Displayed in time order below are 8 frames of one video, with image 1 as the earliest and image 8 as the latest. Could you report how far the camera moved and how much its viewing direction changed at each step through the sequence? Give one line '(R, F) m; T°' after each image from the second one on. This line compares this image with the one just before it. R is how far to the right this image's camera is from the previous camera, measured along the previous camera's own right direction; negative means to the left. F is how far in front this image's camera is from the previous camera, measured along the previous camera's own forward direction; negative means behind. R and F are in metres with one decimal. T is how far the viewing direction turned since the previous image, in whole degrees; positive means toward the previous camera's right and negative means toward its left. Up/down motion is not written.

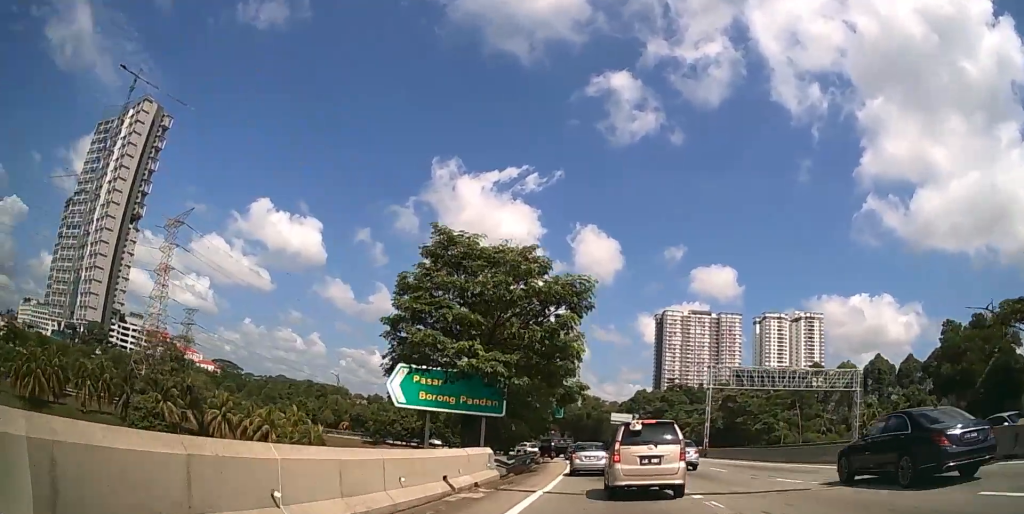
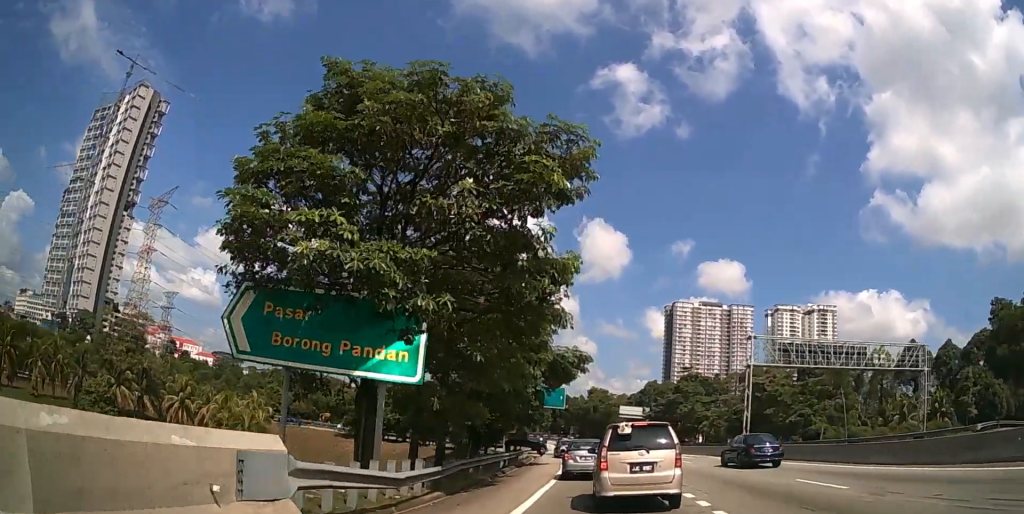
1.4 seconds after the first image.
(-0.2, +12.5) m; -5°
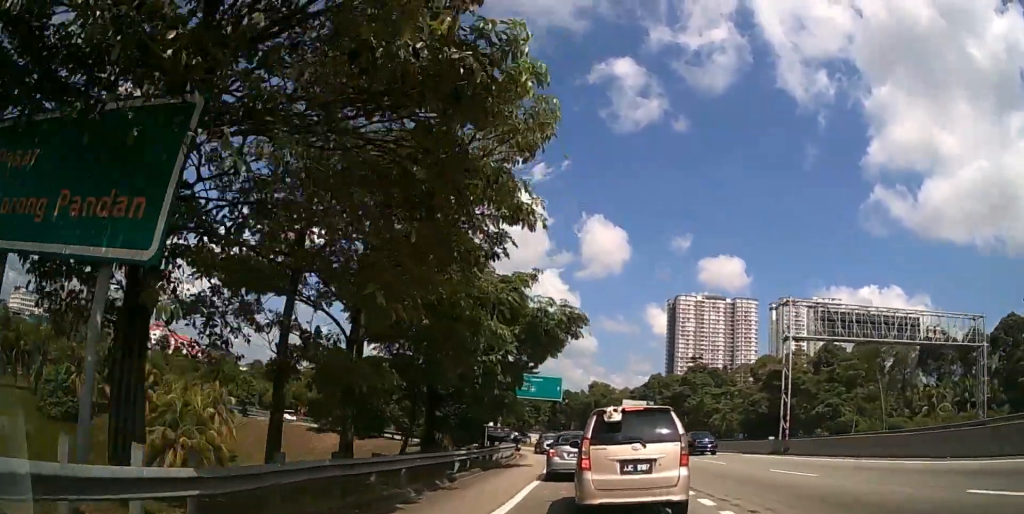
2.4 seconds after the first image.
(-0.5, +7.3) m; -5°
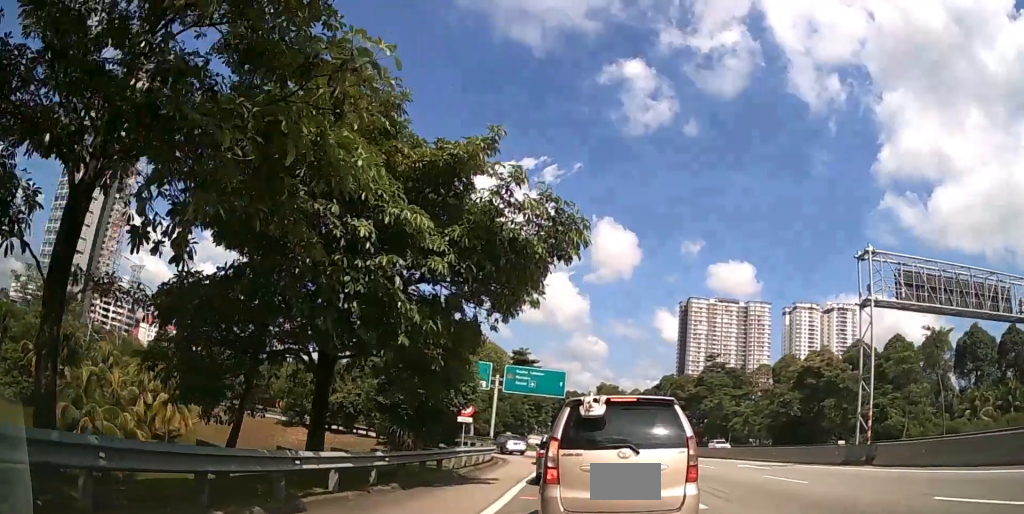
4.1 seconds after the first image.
(-0.1, +9.0) m; -3°
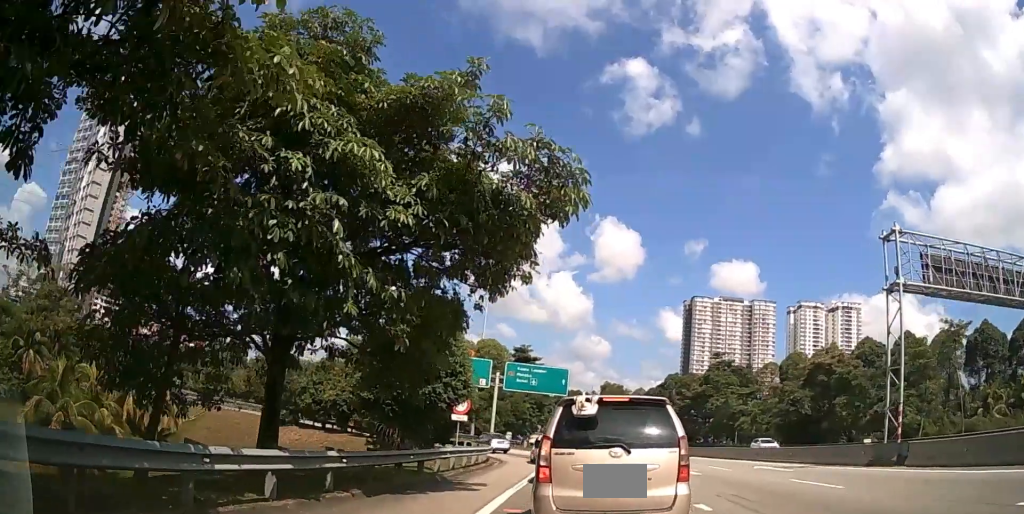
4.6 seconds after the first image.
(-0.1, +2.2) m; -1°
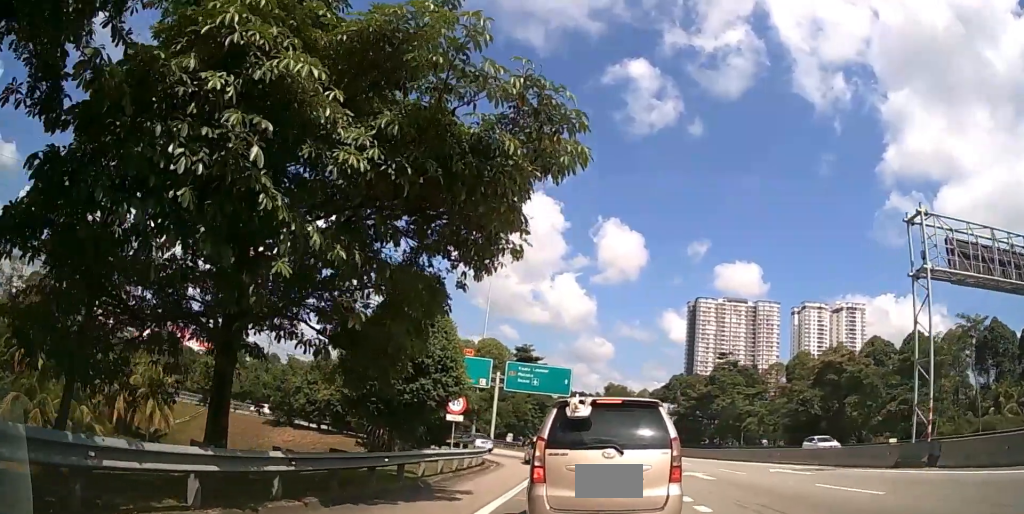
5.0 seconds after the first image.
(0.0, +1.7) m; -1°
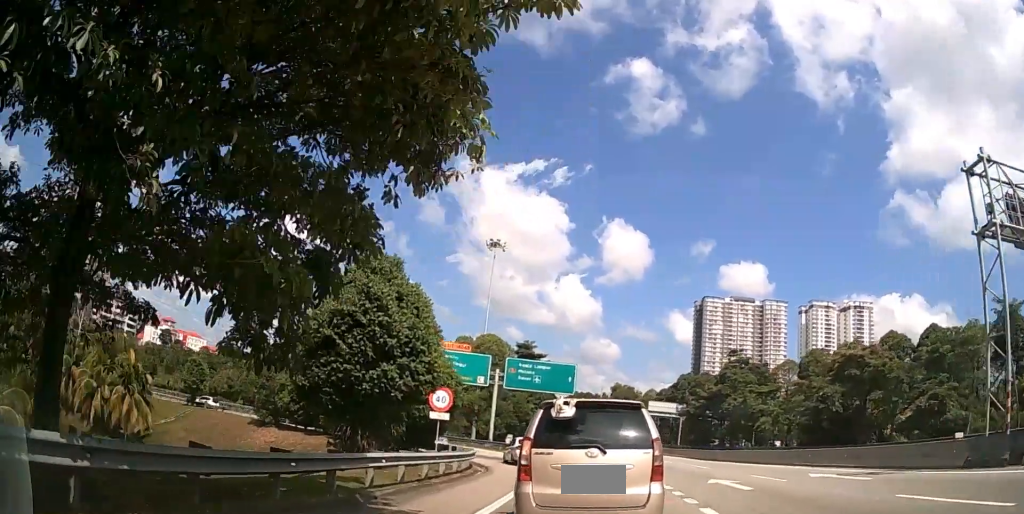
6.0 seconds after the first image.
(0.0, +3.8) m; +1°
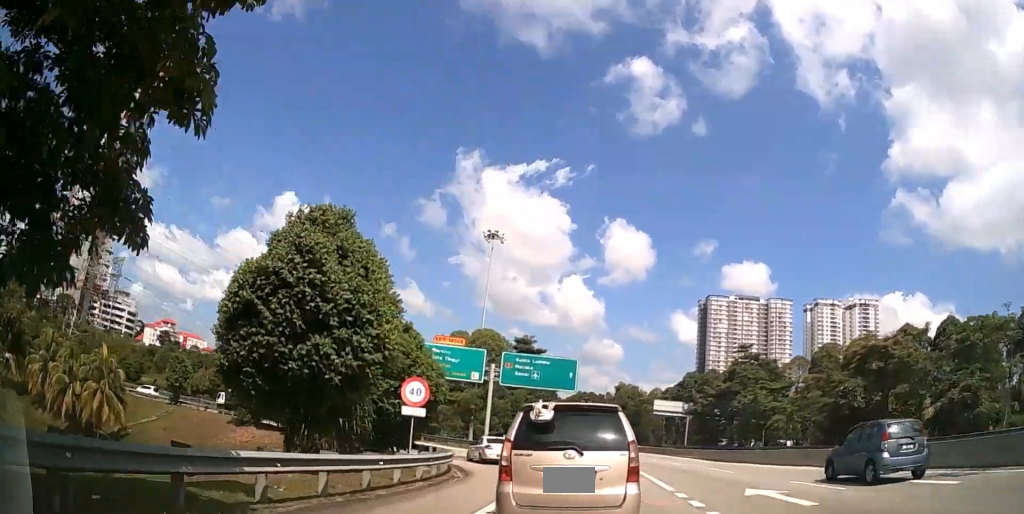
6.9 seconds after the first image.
(+0.1, +3.9) m; +1°
